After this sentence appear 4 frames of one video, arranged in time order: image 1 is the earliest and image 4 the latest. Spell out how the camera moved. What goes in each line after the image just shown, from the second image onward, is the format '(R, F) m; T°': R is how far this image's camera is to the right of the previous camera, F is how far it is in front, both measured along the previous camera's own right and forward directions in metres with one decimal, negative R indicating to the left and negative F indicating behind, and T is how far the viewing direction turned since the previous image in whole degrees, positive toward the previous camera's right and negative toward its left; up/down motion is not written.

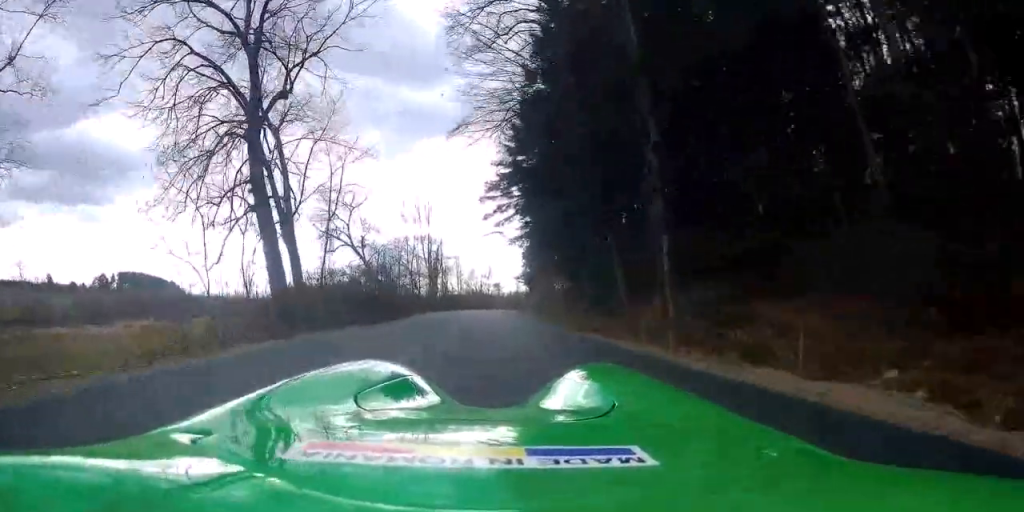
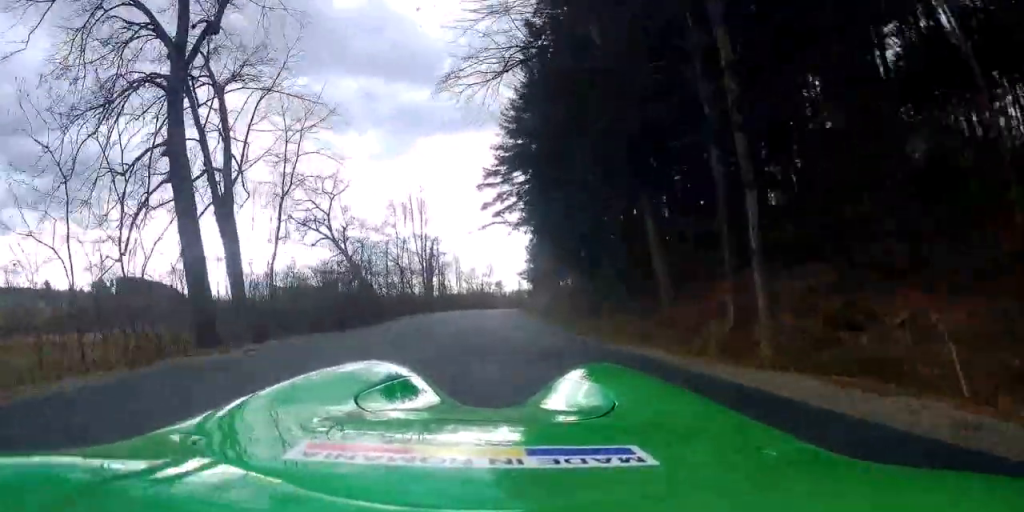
(0.0, +6.1) m; +1°
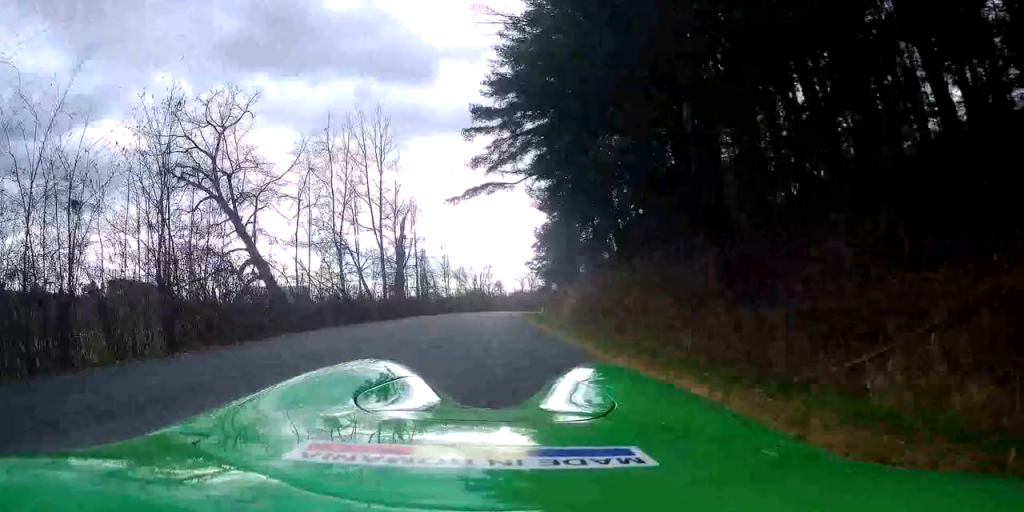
(+0.6, +18.6) m; +2°
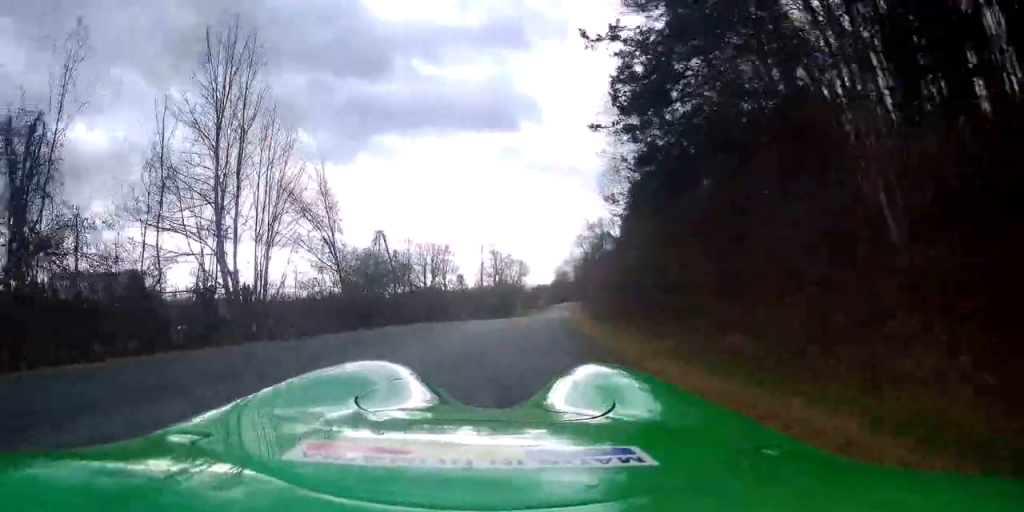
(+1.0, +53.6) m; +5°
